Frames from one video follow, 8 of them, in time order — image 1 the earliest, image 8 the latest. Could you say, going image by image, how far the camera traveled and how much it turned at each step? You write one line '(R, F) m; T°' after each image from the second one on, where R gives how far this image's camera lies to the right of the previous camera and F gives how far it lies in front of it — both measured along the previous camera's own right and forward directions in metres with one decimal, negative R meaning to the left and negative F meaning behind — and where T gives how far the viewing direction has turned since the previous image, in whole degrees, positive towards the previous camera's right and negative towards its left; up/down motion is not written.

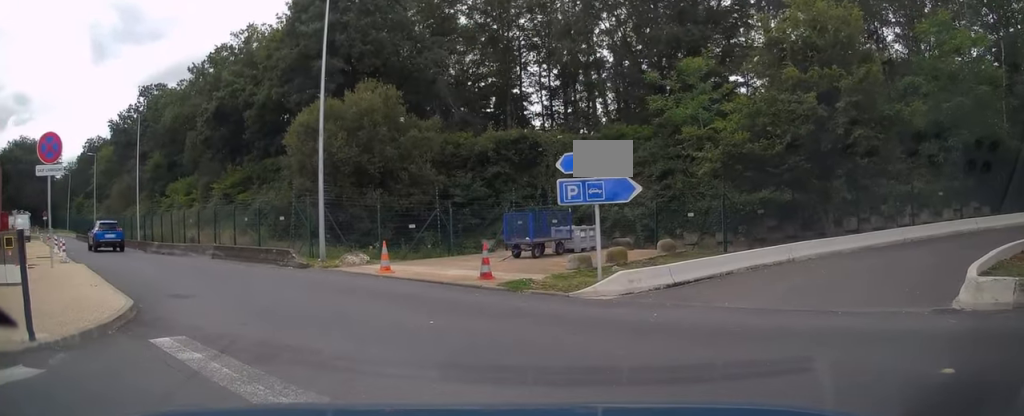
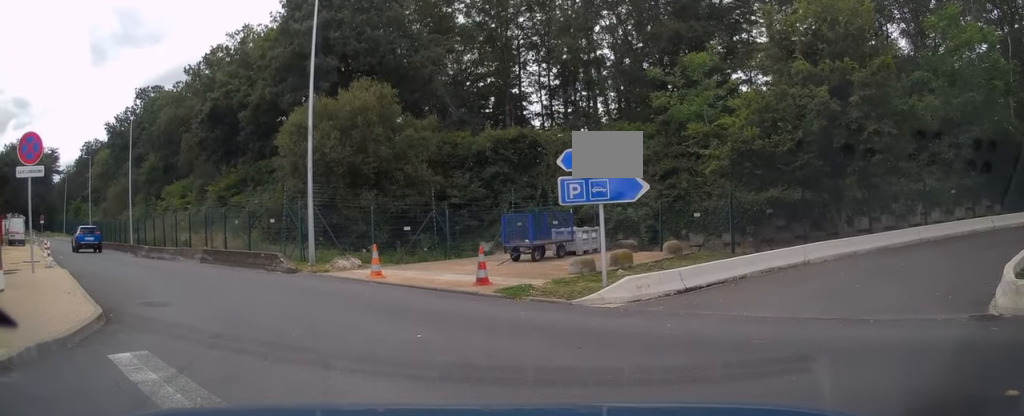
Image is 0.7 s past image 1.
(+0.1, +1.5) m; +1°
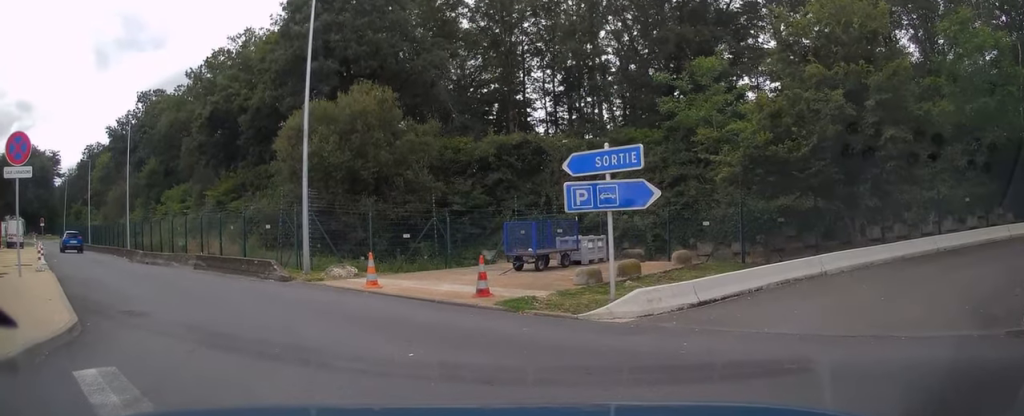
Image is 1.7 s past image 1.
(-0.2, +1.0) m; -1°
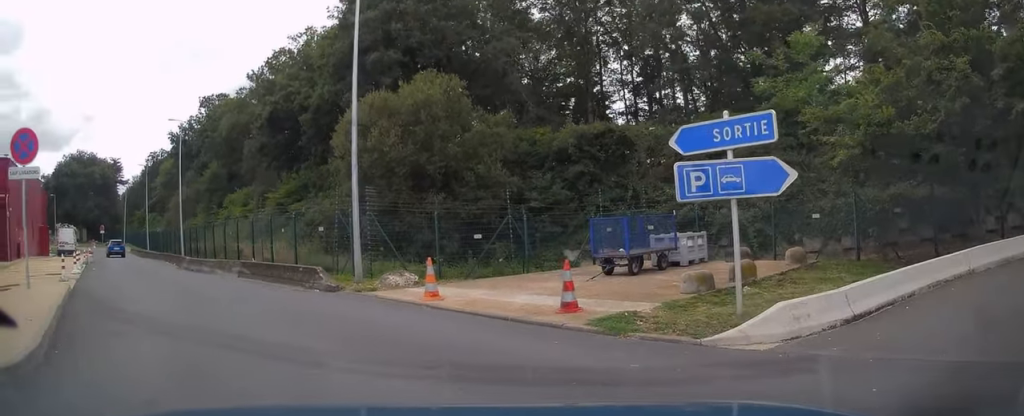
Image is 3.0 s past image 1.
(-0.3, +1.9) m; -16°
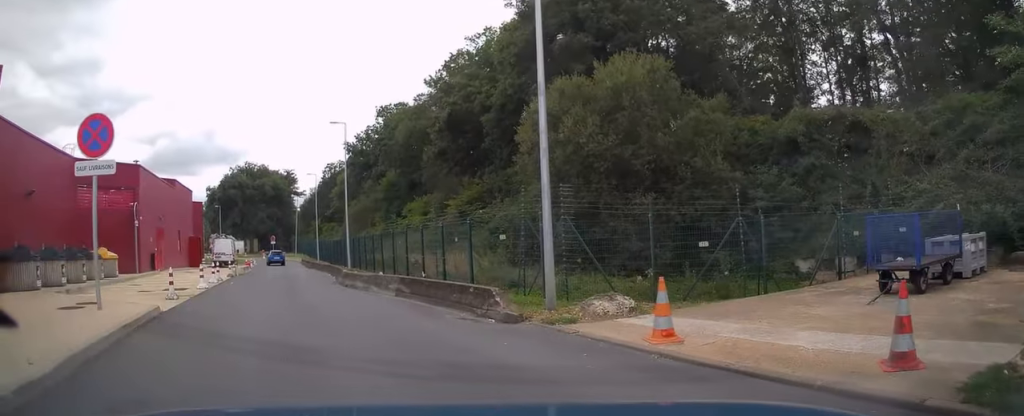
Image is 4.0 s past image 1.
(-0.4, +3.4) m; -14°
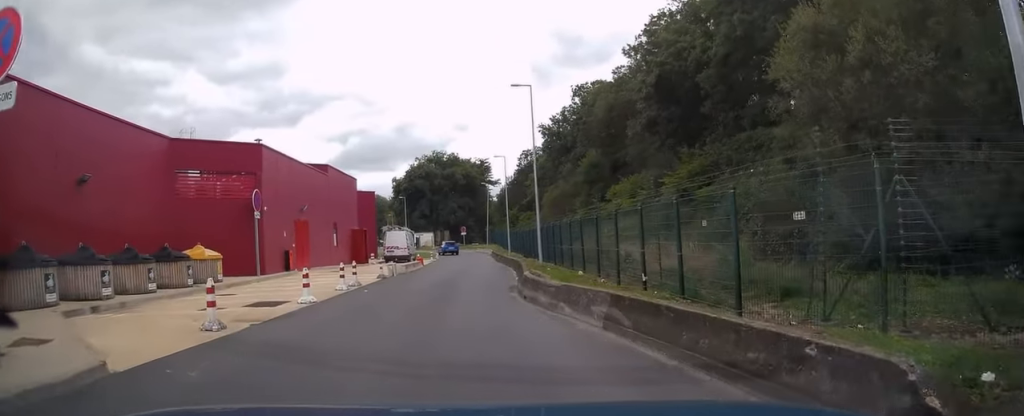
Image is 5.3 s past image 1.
(-1.0, +6.4) m; -15°
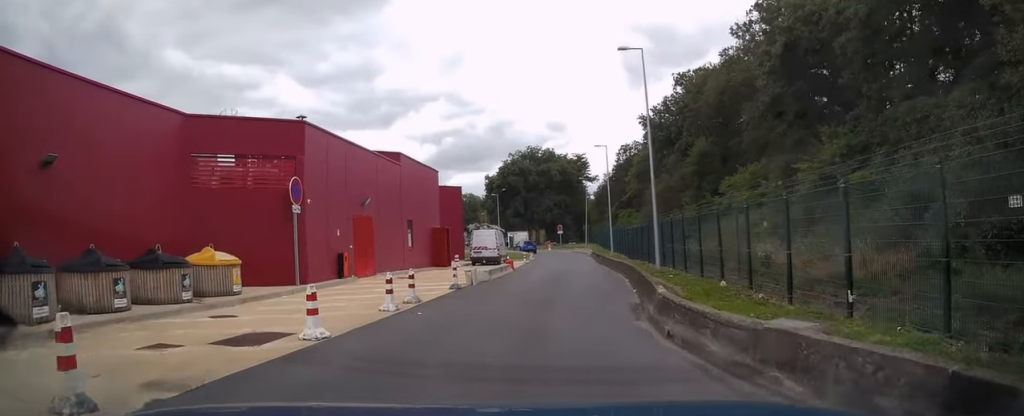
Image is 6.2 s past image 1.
(-0.4, +5.4) m; -5°
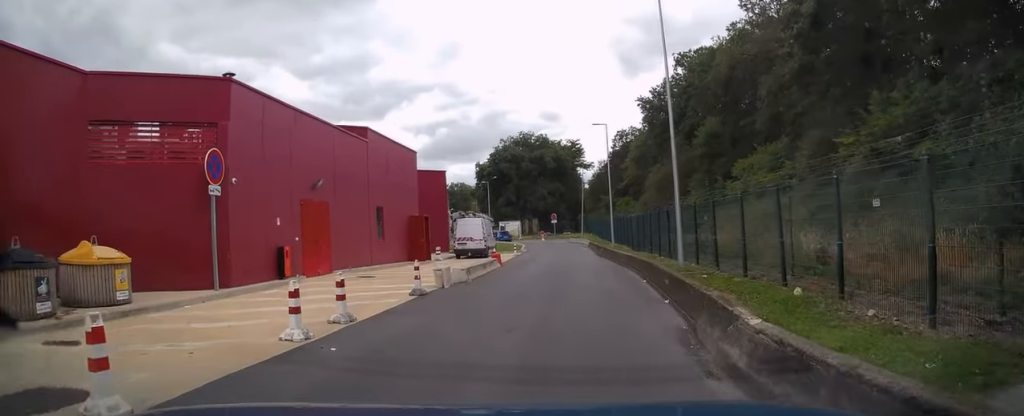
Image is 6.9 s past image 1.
(-0.1, +4.5) m; -1°
